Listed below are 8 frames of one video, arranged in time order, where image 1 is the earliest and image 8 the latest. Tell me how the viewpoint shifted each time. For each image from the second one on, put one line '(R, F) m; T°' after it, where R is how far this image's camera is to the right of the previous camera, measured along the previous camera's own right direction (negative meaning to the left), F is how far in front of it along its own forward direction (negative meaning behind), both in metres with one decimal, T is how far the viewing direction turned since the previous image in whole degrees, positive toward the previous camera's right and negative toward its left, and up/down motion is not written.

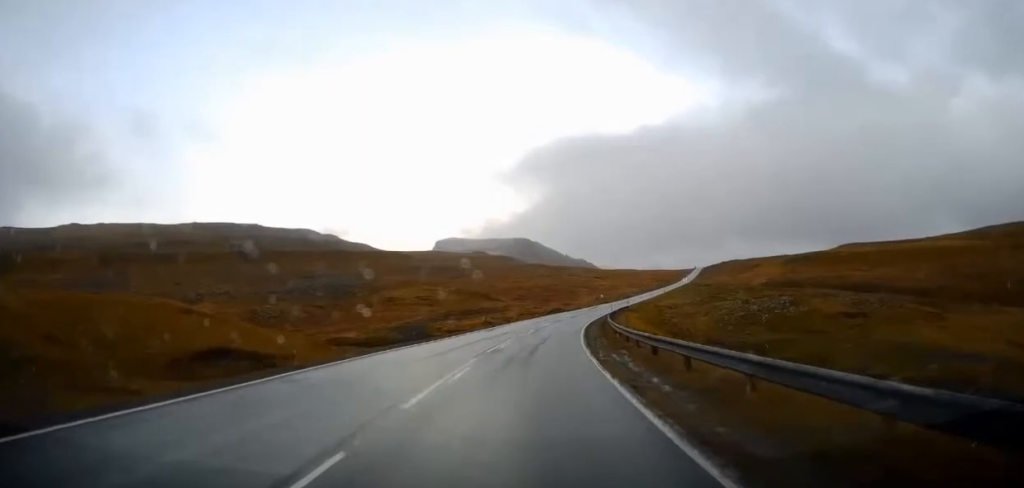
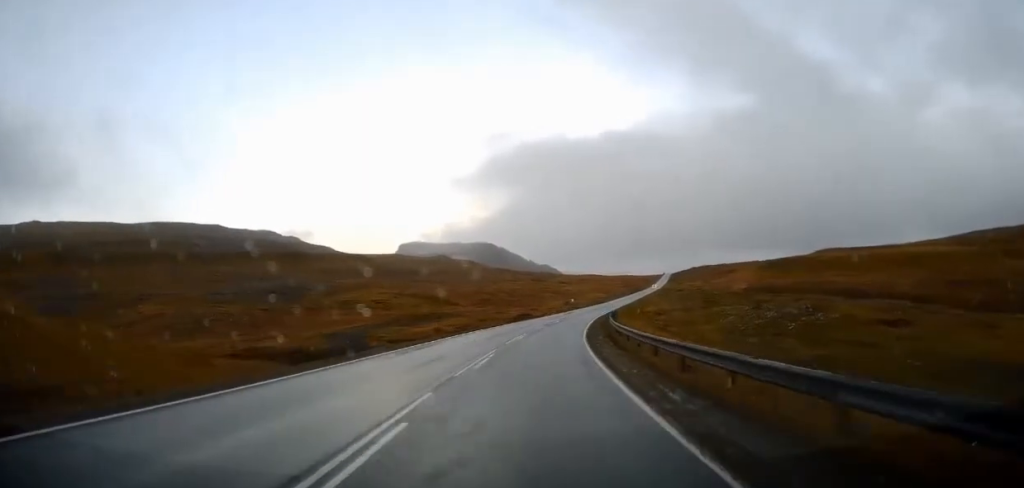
(+0.2, +18.3) m; +4°
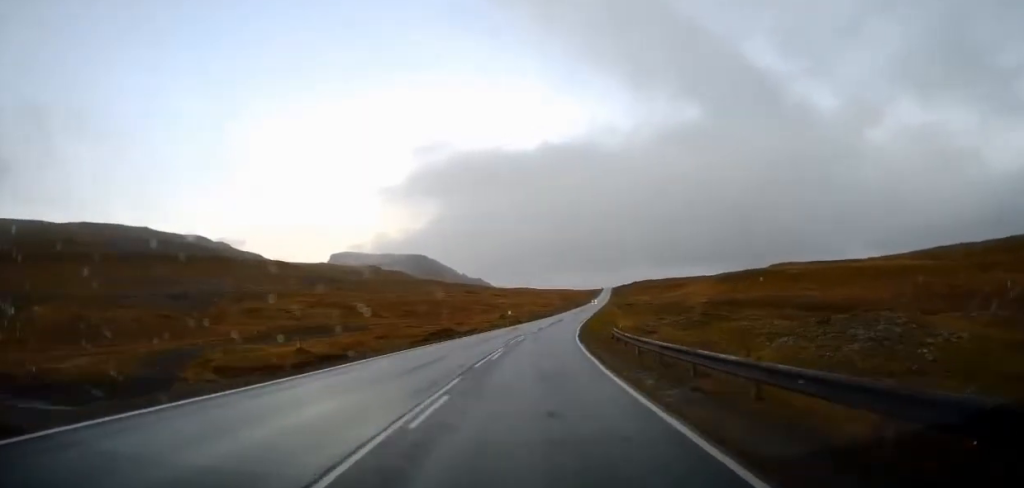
(+2.3, +32.2) m; +7°
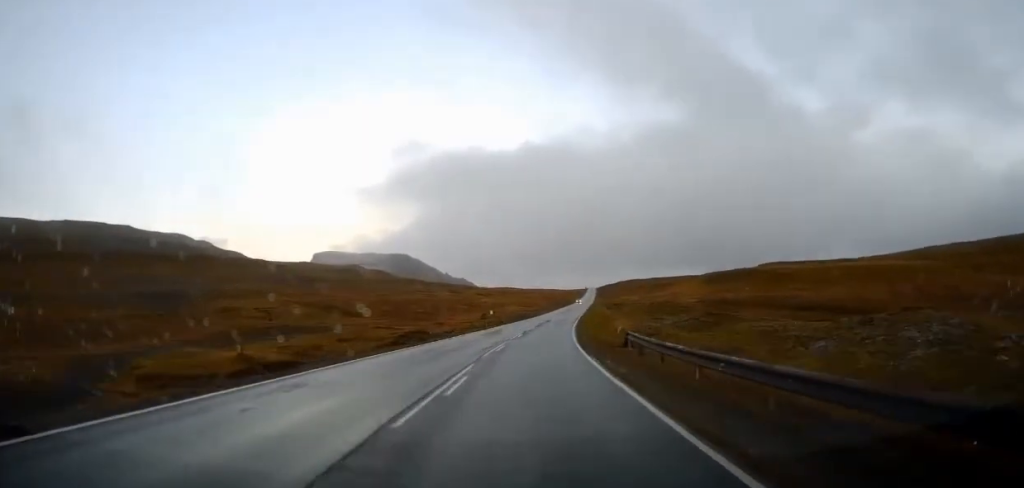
(+0.1, +8.7) m; +2°
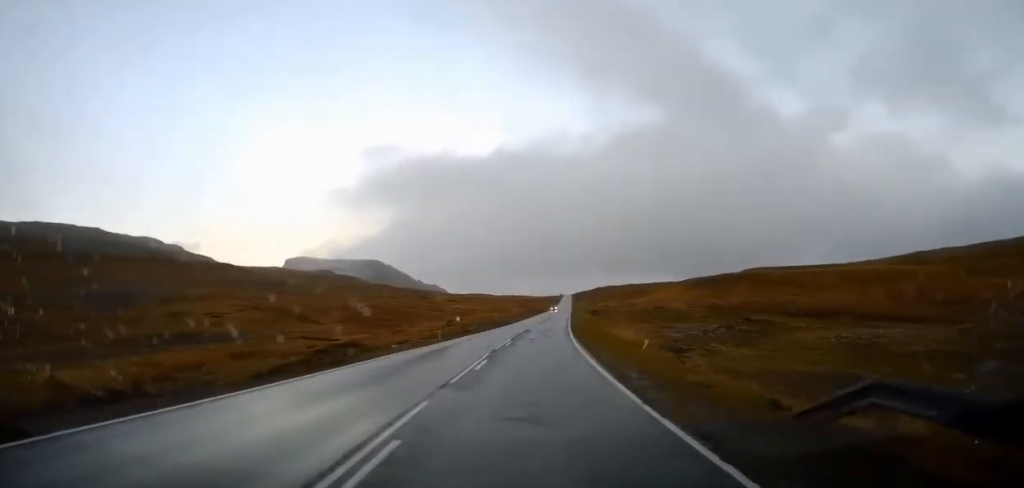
(+0.7, +18.3) m; +4°
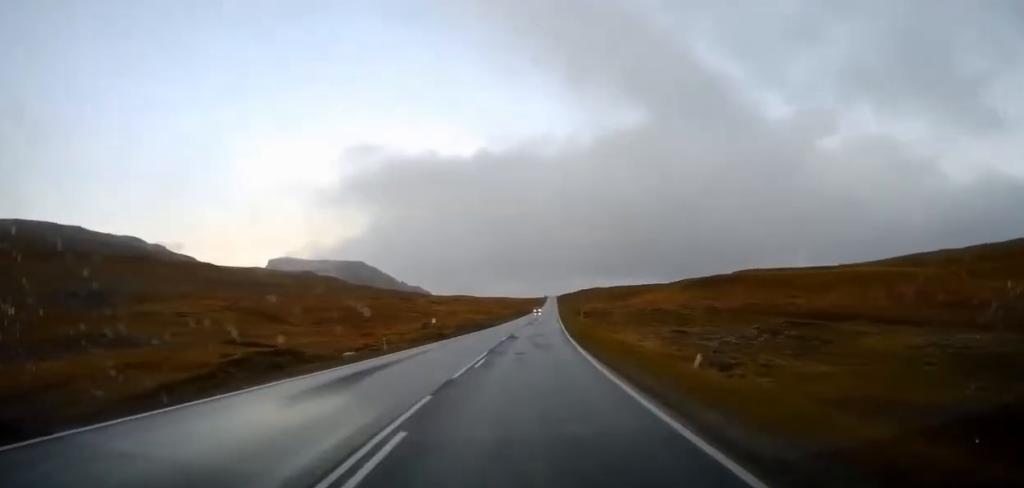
(+0.3, +11.4) m; +1°
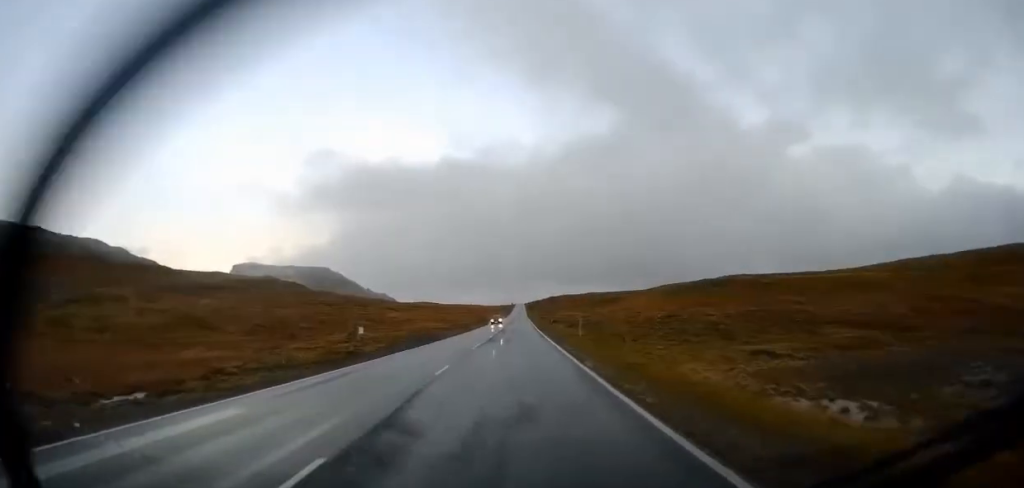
(+0.8, +27.5) m; +4°
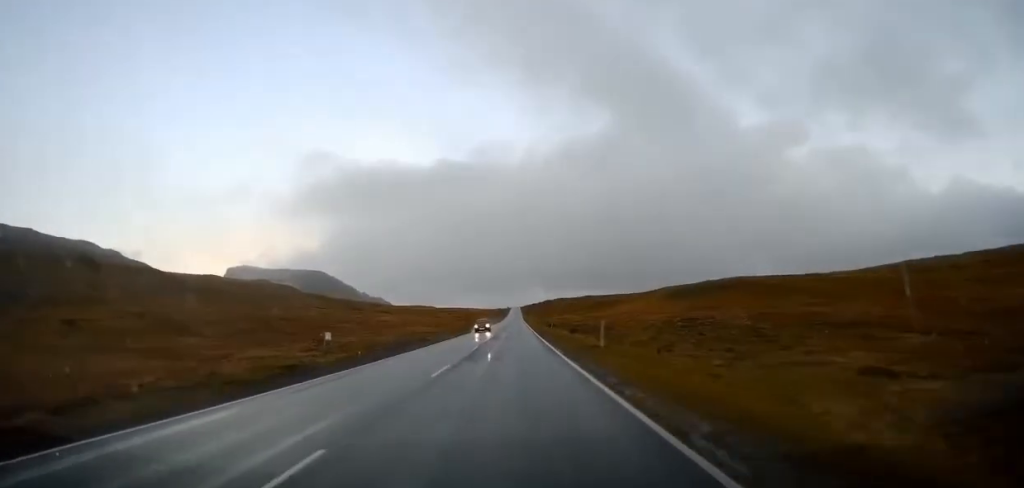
(+0.3, +11.2) m; +2°
